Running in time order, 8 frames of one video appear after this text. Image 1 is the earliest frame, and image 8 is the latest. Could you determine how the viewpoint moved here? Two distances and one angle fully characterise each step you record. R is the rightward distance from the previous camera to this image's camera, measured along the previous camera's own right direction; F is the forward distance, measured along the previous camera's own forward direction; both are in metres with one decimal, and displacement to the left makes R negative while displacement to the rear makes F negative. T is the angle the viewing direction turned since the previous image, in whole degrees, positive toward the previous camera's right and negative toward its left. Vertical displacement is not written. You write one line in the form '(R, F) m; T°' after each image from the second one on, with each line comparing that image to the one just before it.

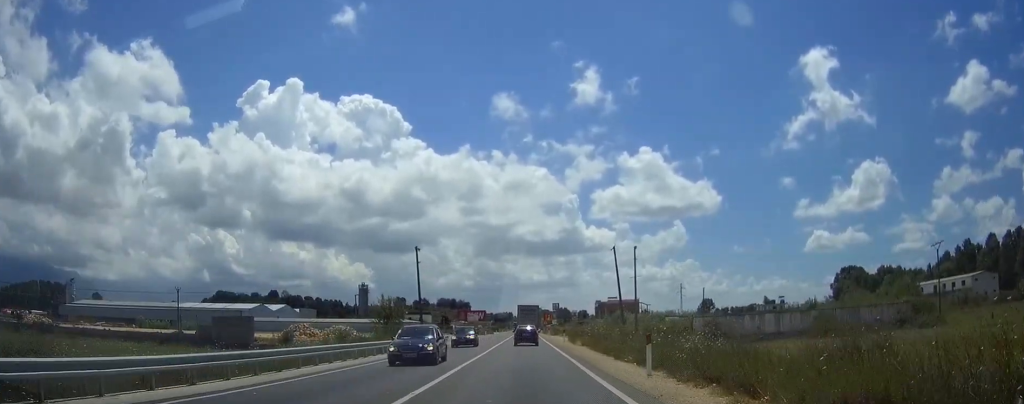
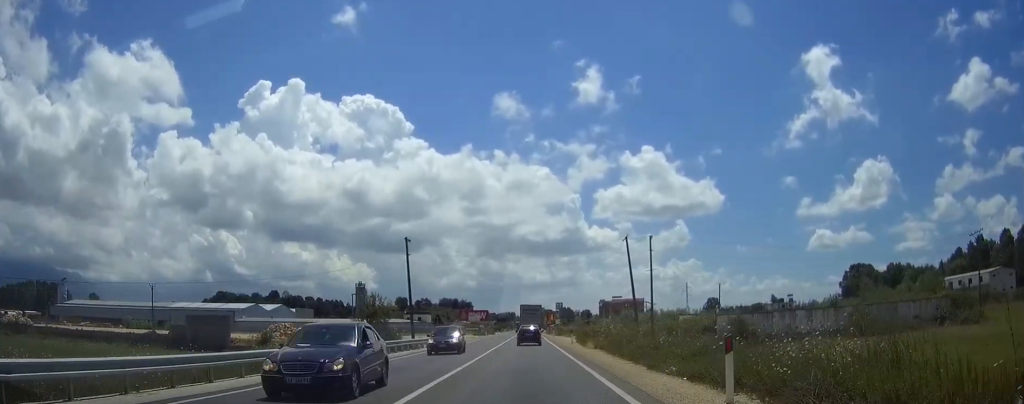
(0.0, +7.2) m; 0°
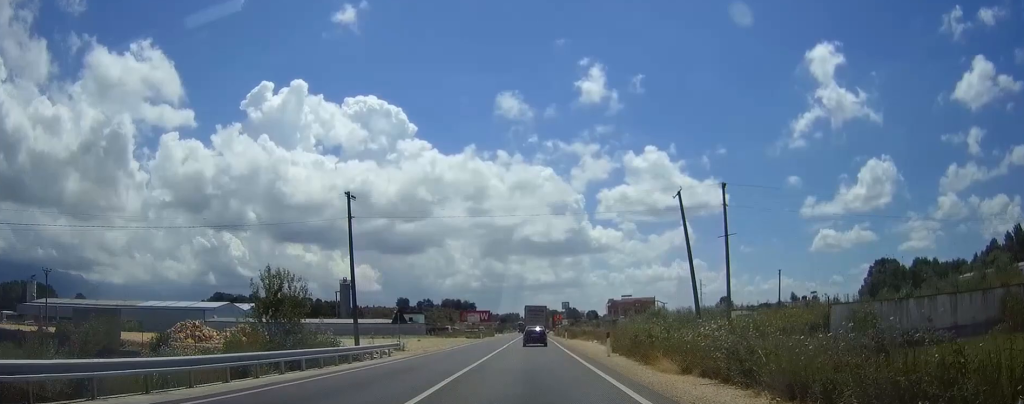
(-0.2, +21.4) m; 0°
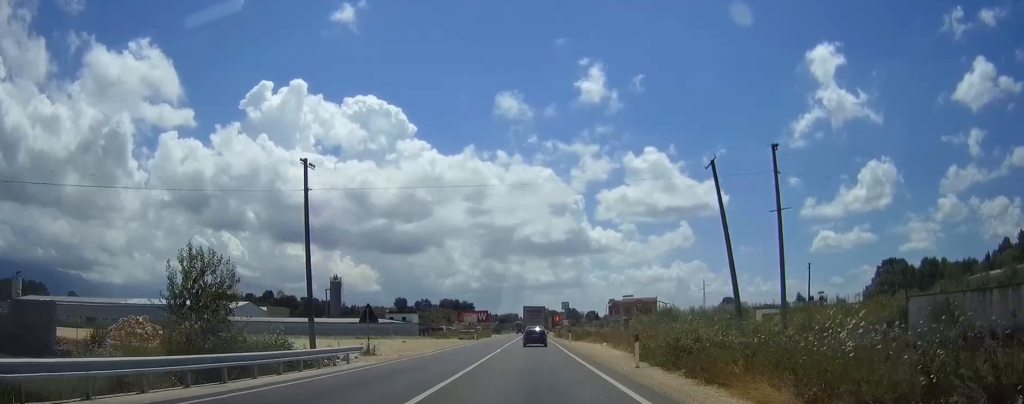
(0.0, +8.2) m; 0°
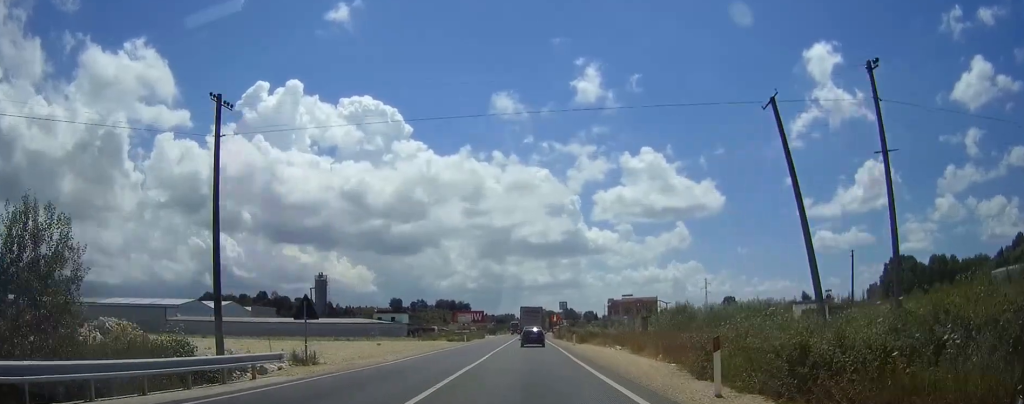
(0.0, +9.8) m; 0°
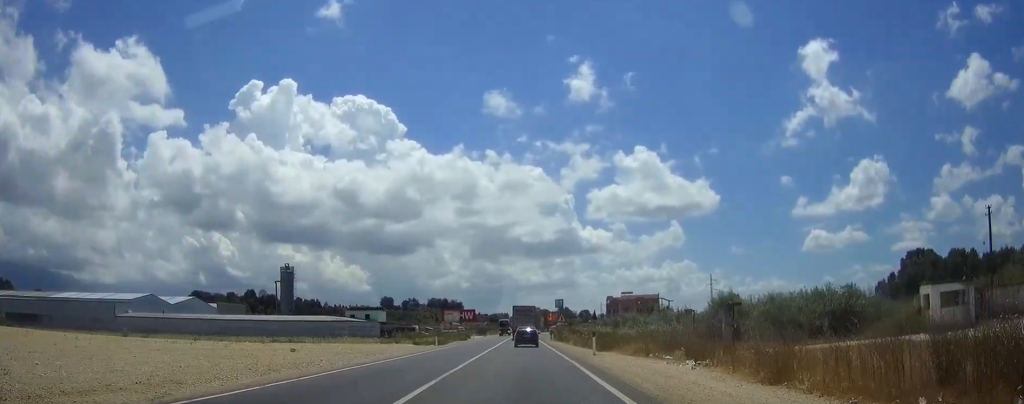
(0.0, +19.8) m; 0°
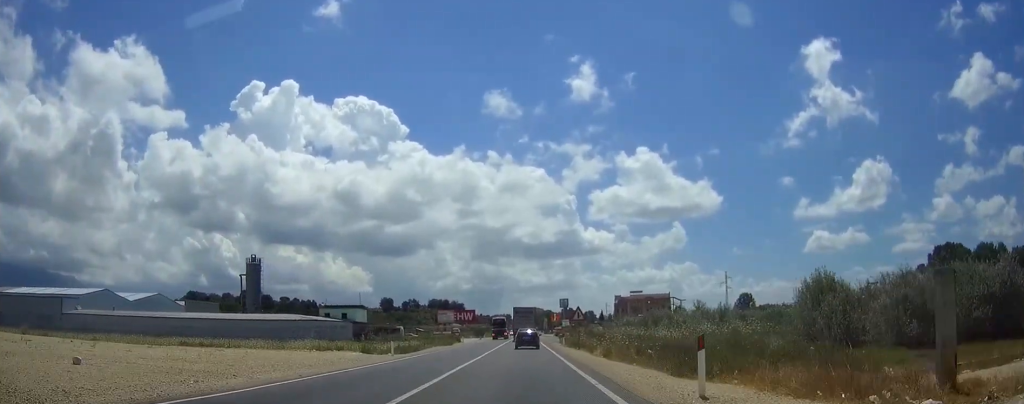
(0.0, +19.8) m; 0°
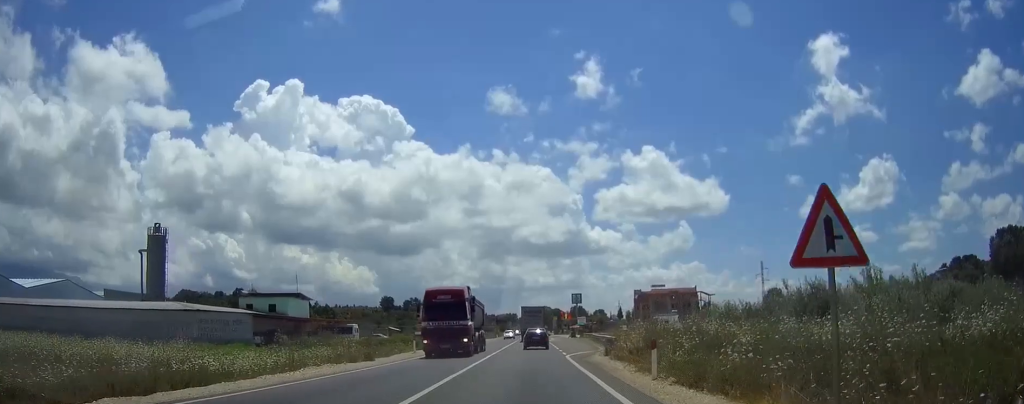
(-0.3, +37.6) m; -1°
